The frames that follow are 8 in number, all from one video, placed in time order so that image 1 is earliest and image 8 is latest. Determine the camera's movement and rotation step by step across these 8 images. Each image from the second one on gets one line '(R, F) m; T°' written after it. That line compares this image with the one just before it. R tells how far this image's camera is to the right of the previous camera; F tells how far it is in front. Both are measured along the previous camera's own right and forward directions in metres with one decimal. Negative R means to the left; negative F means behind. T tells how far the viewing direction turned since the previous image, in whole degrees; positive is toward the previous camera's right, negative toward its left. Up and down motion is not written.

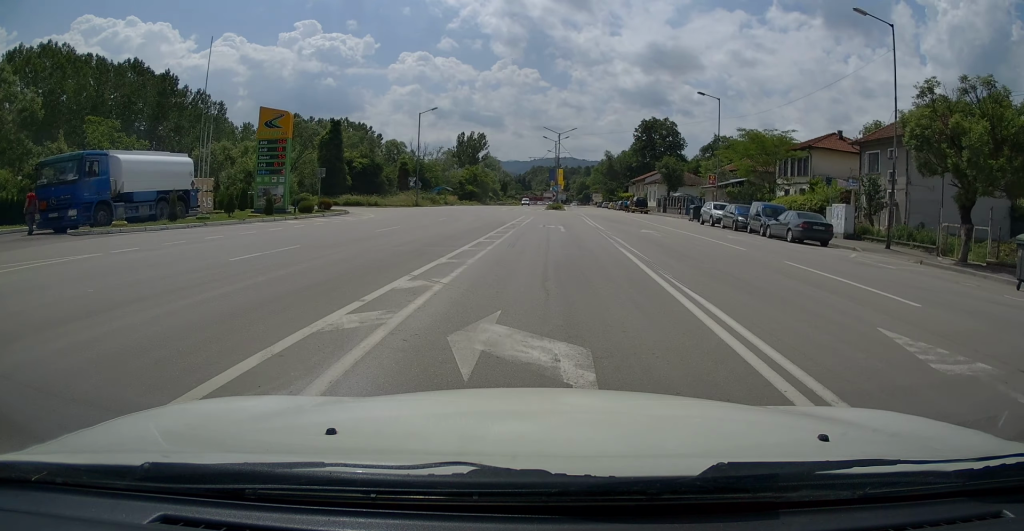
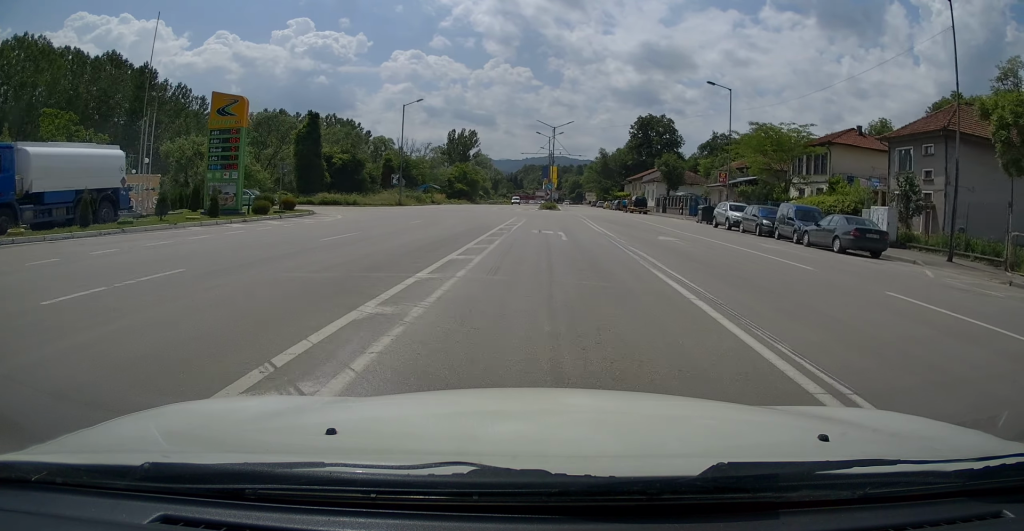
(0.0, +5.6) m; 0°
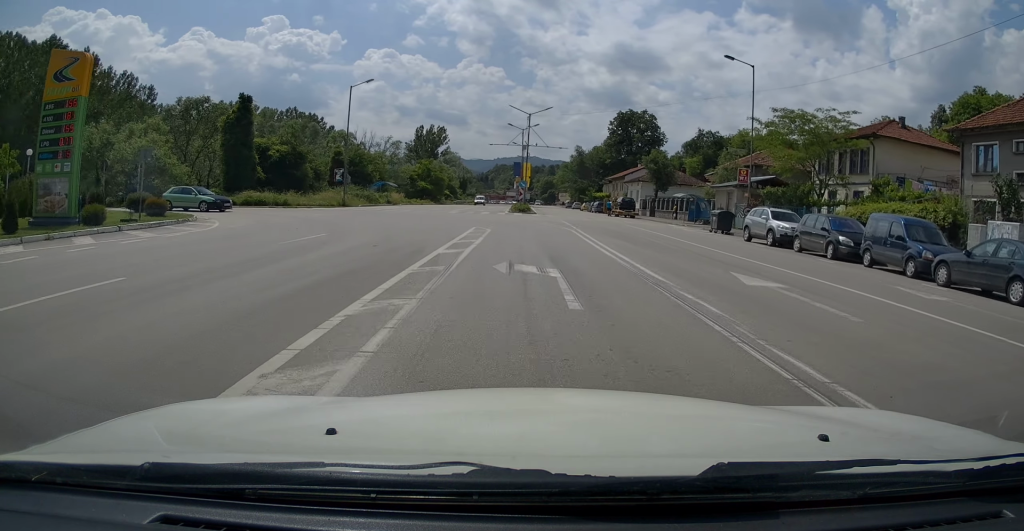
(0.0, +12.4) m; +1°
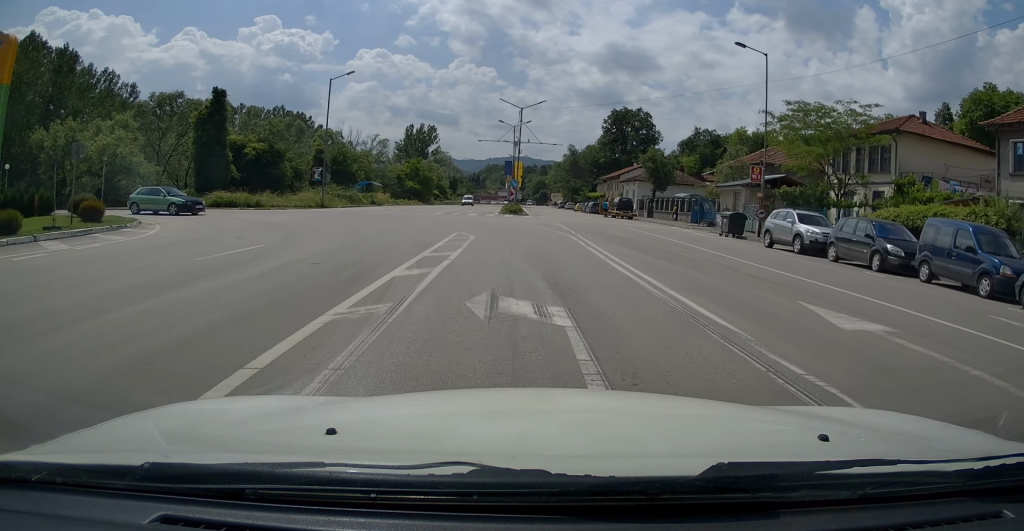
(0.0, +4.3) m; 0°
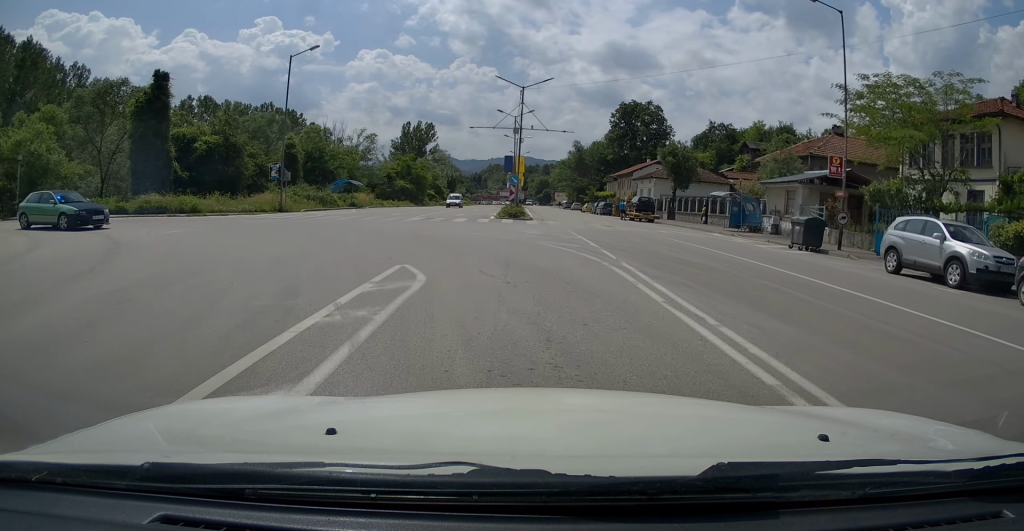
(+0.2, +10.3) m; +1°
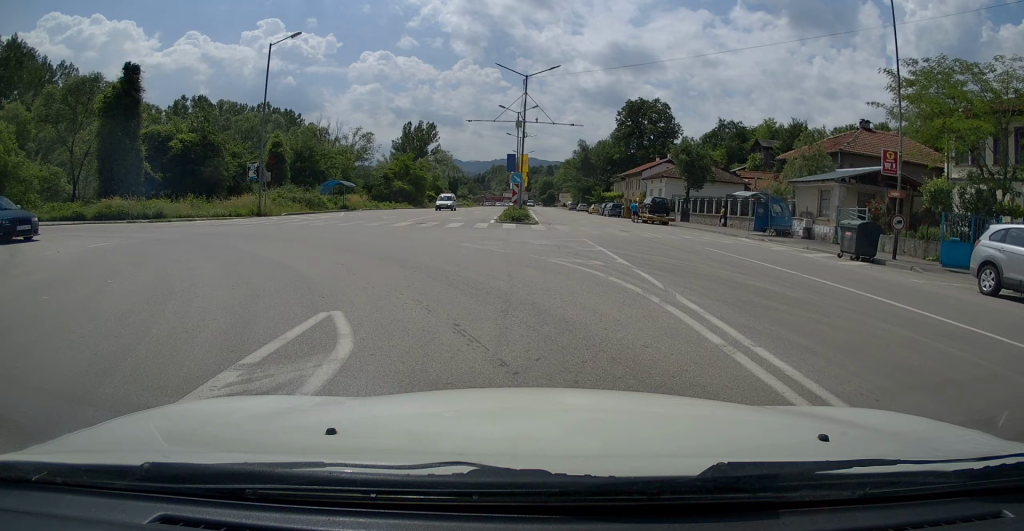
(0.0, +4.4) m; -1°
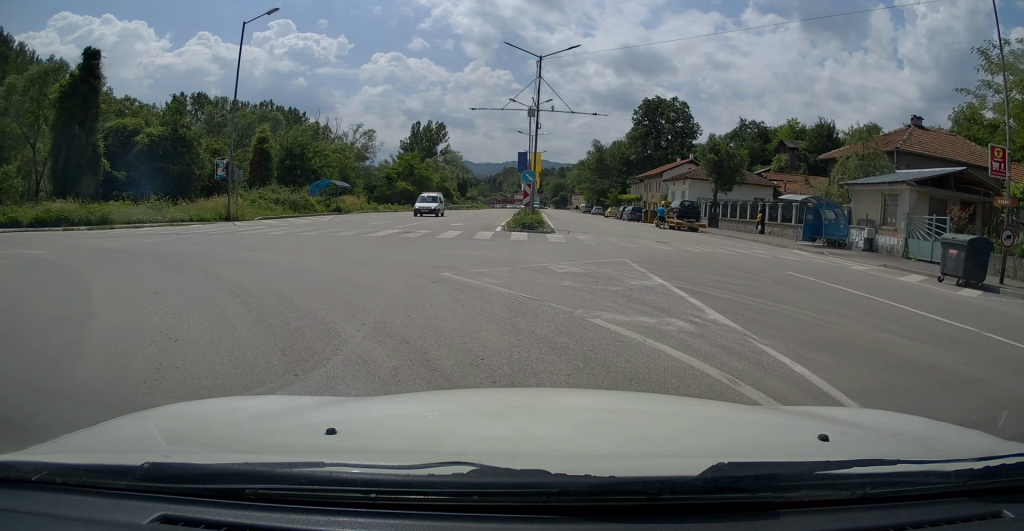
(-0.1, +5.6) m; 0°
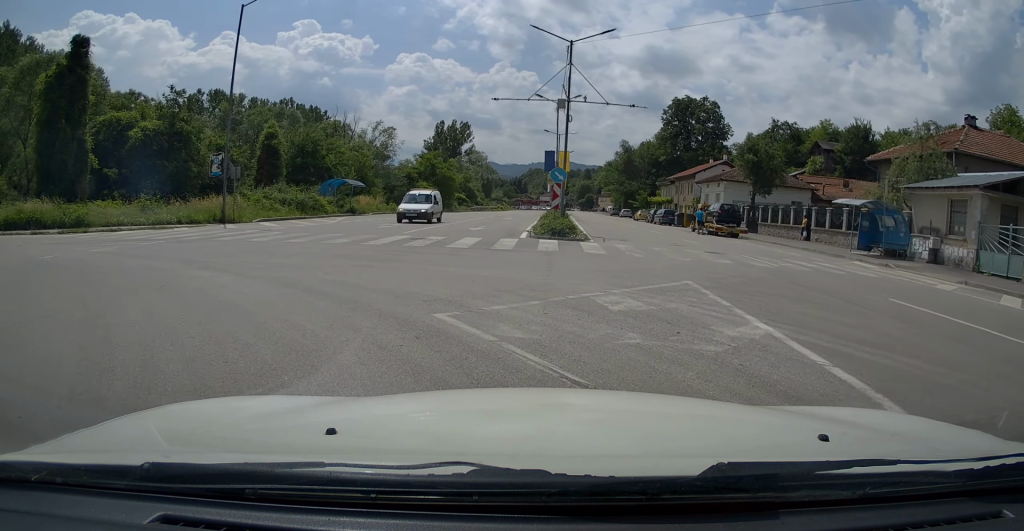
(0.0, +3.6) m; +1°
